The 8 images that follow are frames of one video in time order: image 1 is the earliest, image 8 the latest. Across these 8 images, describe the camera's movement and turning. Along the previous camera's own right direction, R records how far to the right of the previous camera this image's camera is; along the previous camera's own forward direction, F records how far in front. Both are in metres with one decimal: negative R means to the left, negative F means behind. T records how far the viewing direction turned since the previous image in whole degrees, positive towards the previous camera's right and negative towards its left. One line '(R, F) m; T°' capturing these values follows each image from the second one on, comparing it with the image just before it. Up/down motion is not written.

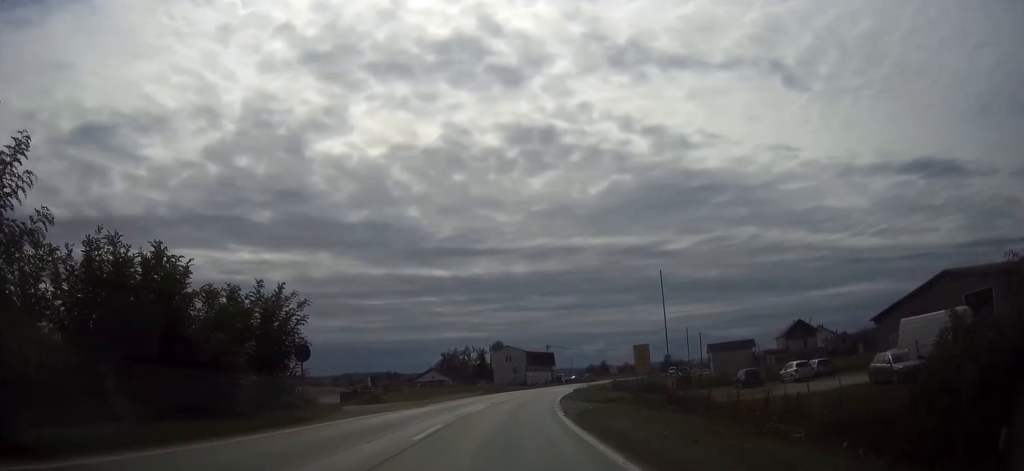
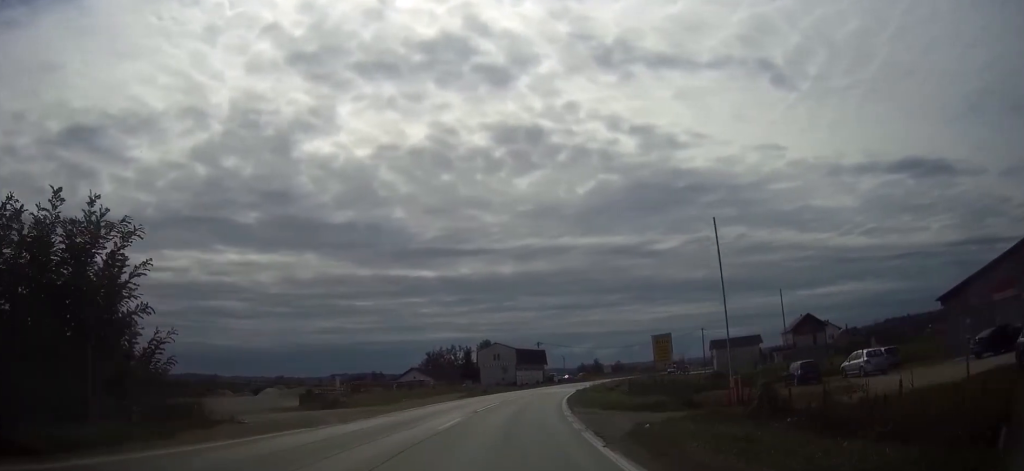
(+0.1, +12.4) m; +2°
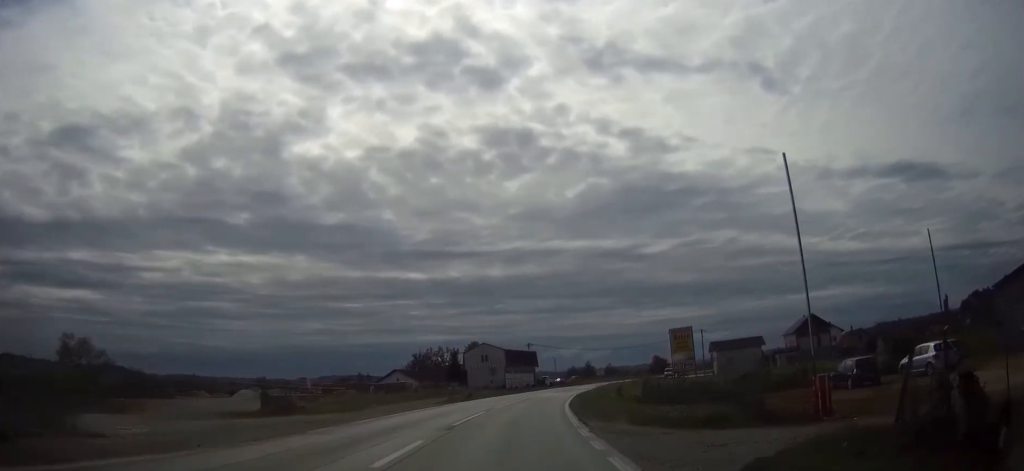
(0.0, +7.7) m; +1°
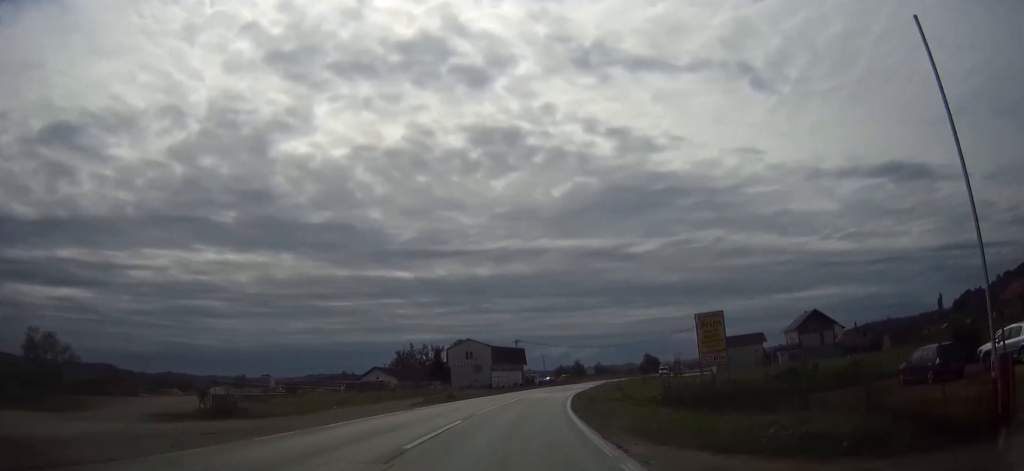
(+0.3, +8.2) m; +2°
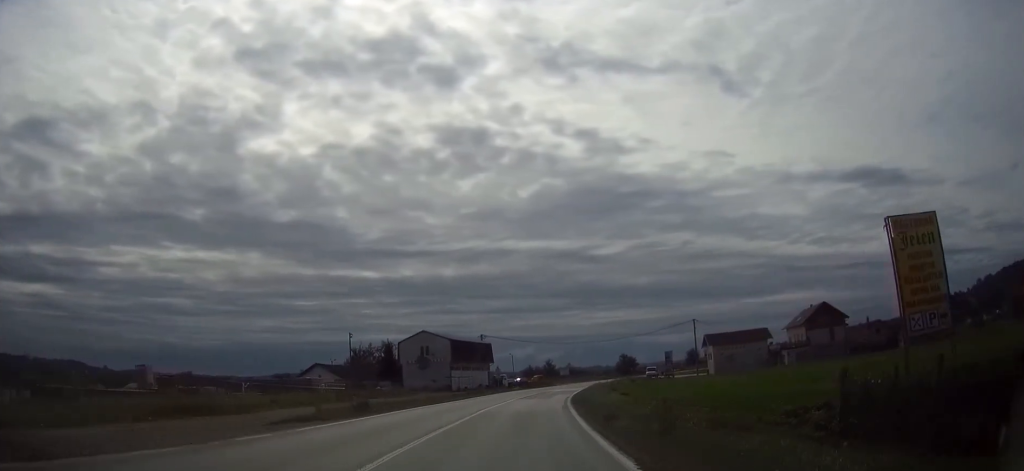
(+0.5, +19.8) m; +3°
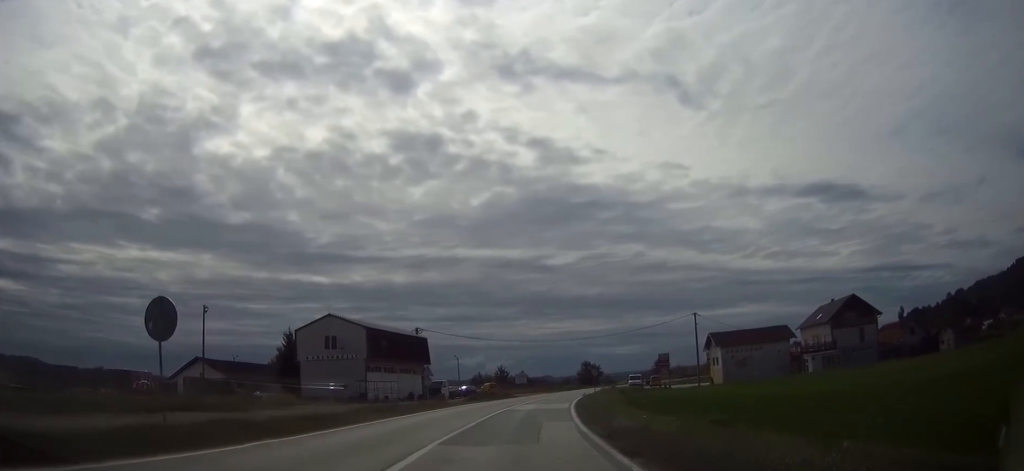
(+1.1, +29.4) m; +4°
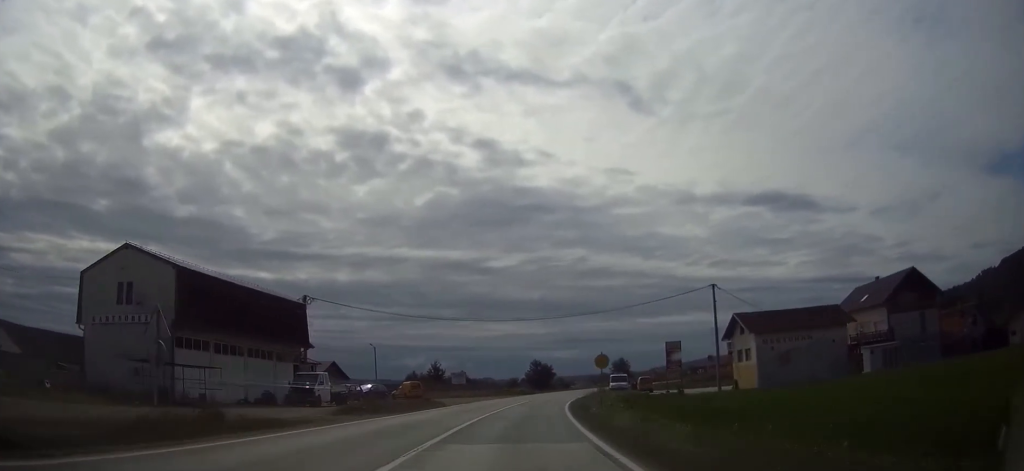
(+1.5, +31.0) m; +5°
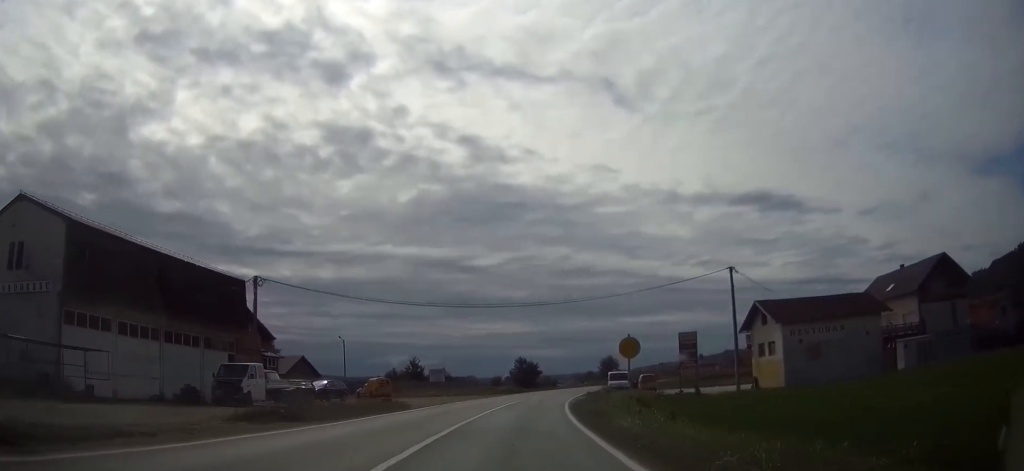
(+0.1, +9.4) m; +1°
